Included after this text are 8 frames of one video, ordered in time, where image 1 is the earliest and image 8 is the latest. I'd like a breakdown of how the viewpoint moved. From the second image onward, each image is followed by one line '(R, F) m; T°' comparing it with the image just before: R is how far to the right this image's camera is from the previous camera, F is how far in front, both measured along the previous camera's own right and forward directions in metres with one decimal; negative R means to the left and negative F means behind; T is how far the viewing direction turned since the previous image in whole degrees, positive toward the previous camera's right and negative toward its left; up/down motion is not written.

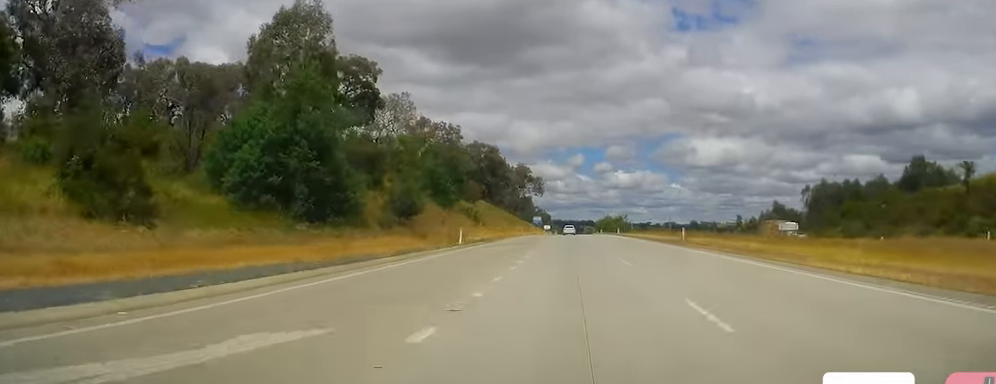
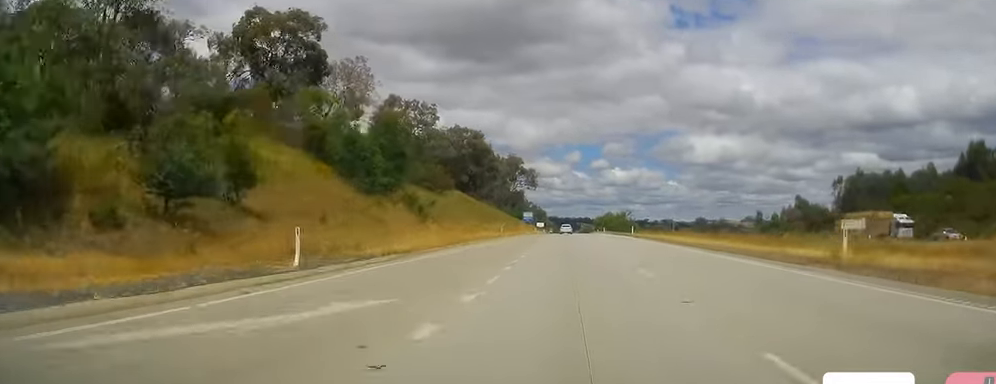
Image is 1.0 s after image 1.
(-0.2, +29.3) m; 0°
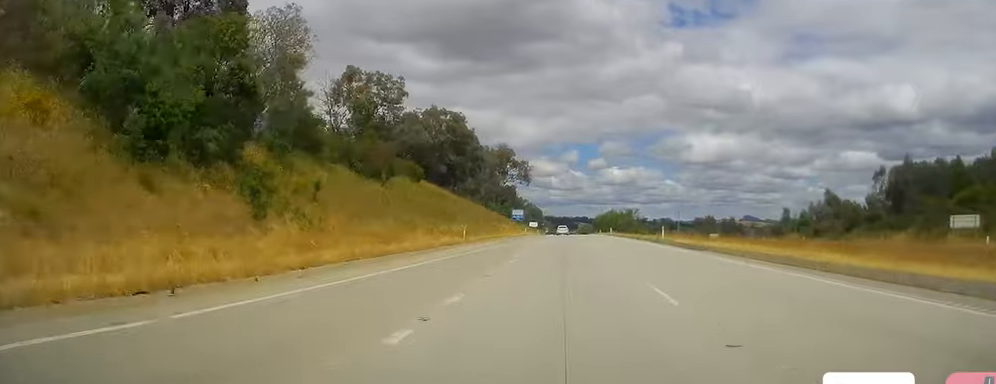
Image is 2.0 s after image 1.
(+0.2, +28.3) m; +1°
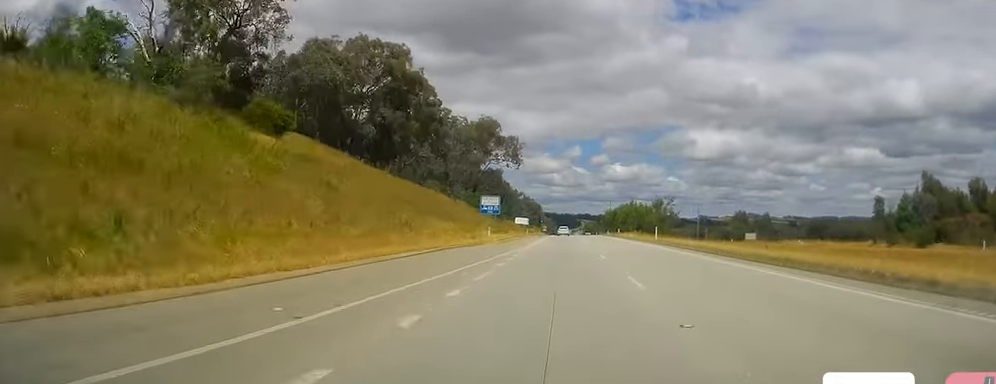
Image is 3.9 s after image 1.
(+0.4, +55.7) m; 0°
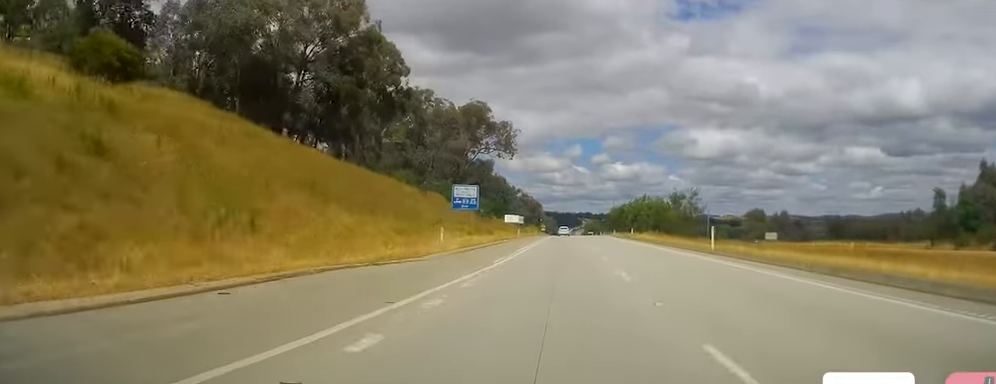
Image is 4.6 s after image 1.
(-0.2, +22.5) m; 0°
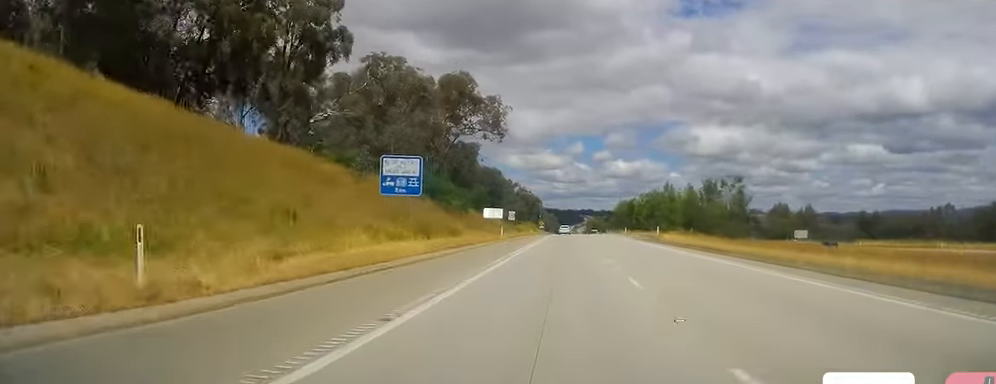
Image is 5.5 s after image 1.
(+0.2, +26.4) m; 0°
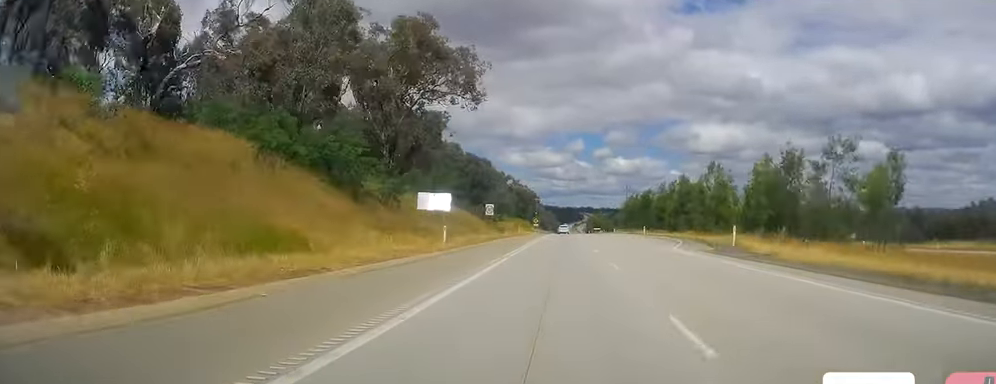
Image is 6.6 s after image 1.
(-0.3, +32.3) m; +1°
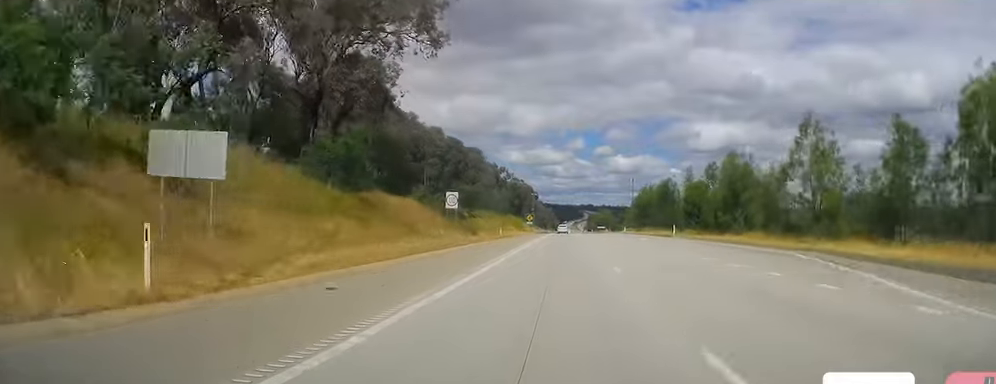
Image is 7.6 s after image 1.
(+0.5, +27.5) m; +1°
